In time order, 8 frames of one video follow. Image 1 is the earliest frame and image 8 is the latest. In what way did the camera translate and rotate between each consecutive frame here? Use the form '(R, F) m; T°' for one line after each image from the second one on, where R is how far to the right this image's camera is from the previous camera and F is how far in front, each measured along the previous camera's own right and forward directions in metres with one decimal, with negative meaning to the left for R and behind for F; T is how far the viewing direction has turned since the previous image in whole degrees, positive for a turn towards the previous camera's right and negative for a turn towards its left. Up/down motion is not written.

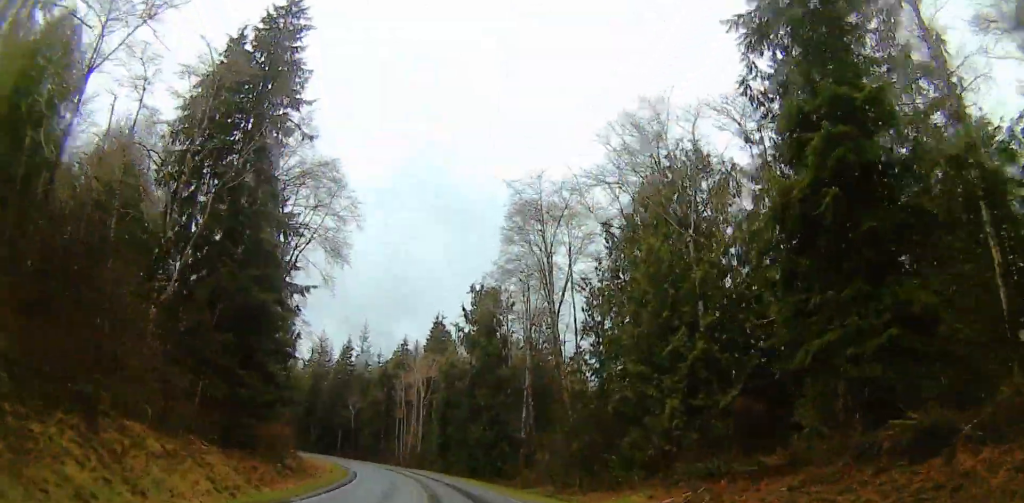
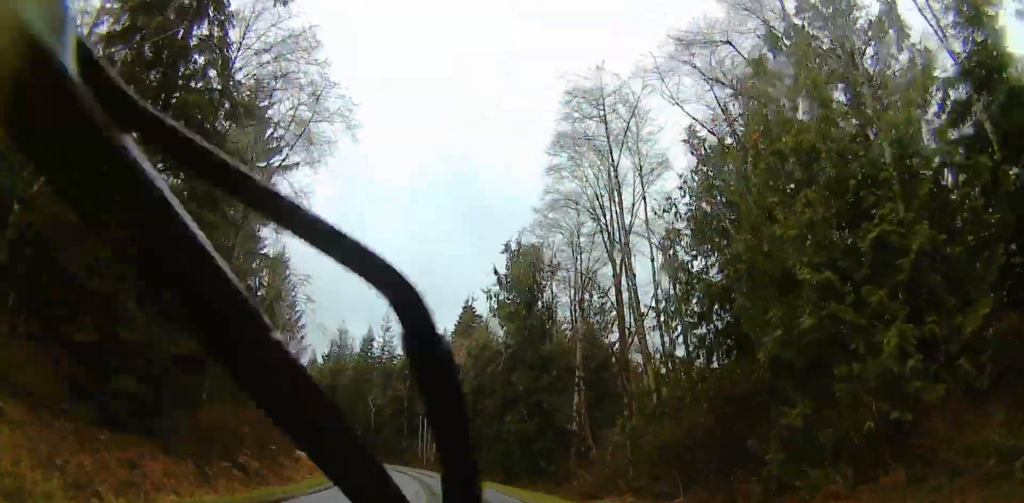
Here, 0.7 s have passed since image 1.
(+0.3, +12.3) m; -7°
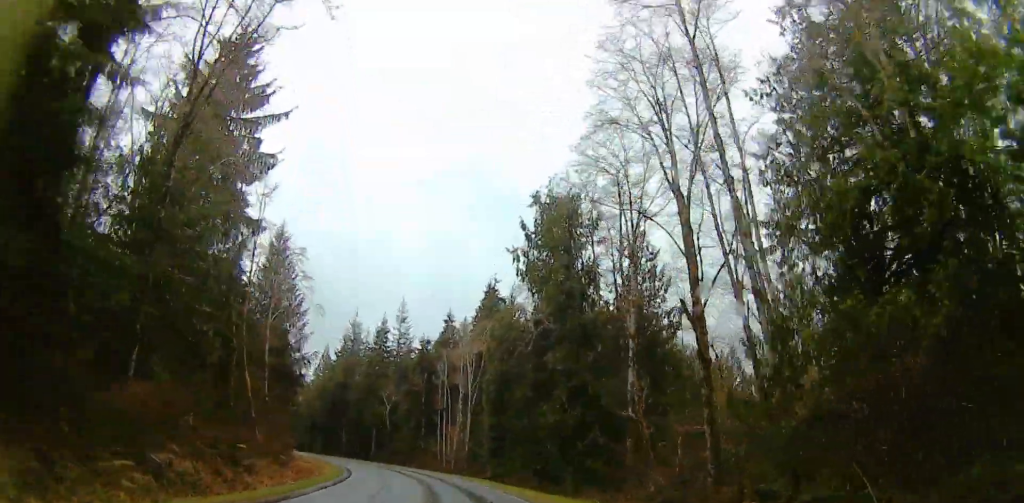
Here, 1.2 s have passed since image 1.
(-2.2, +11.5) m; -8°
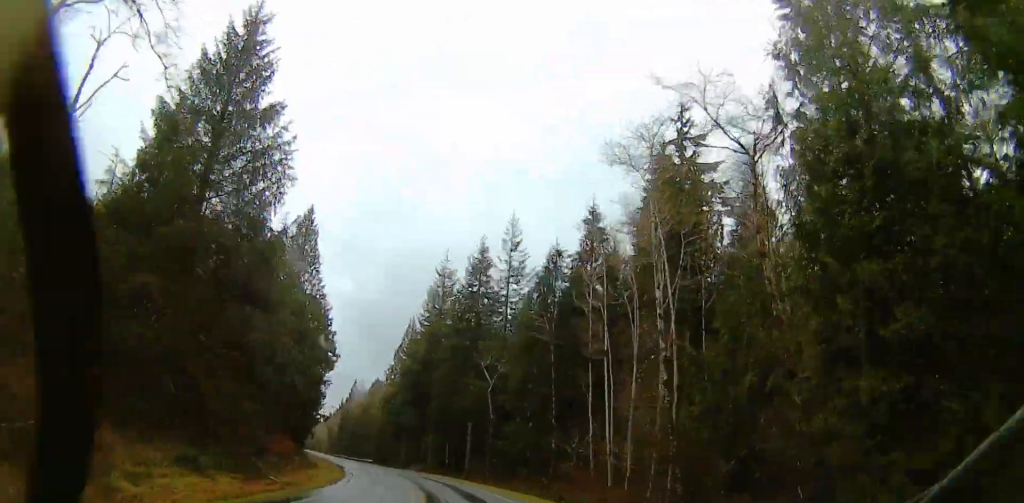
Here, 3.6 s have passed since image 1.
(-4.9, +63.3) m; -7°
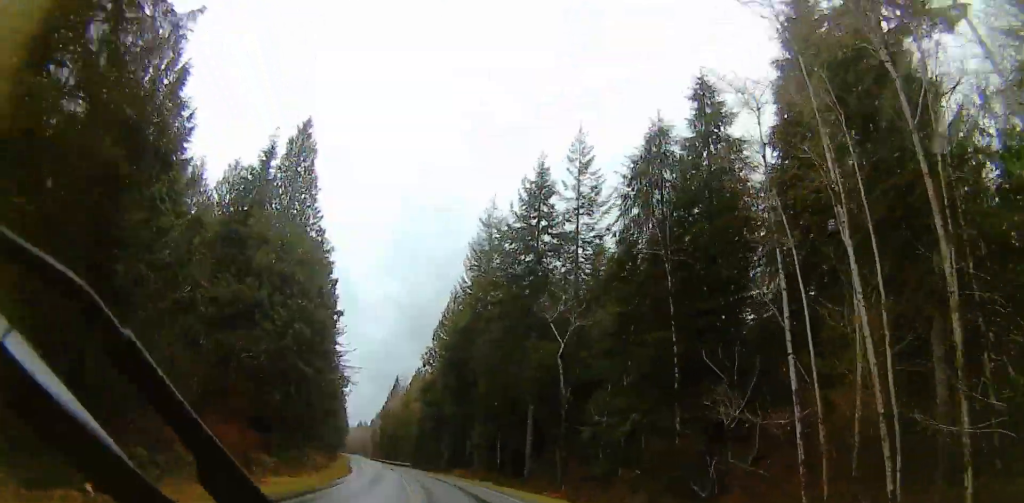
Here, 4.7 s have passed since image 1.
(-0.6, +25.4) m; -2°
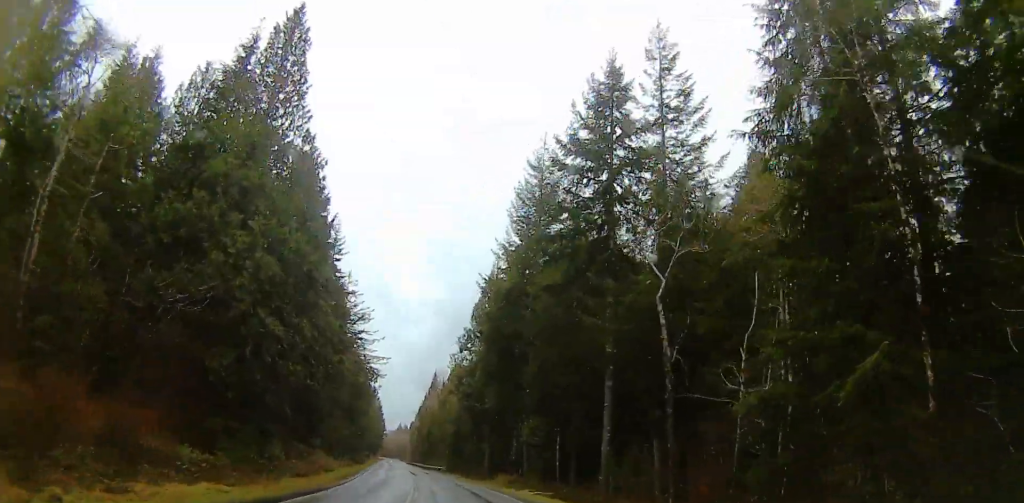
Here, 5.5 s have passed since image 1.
(+0.1, +17.6) m; -3°
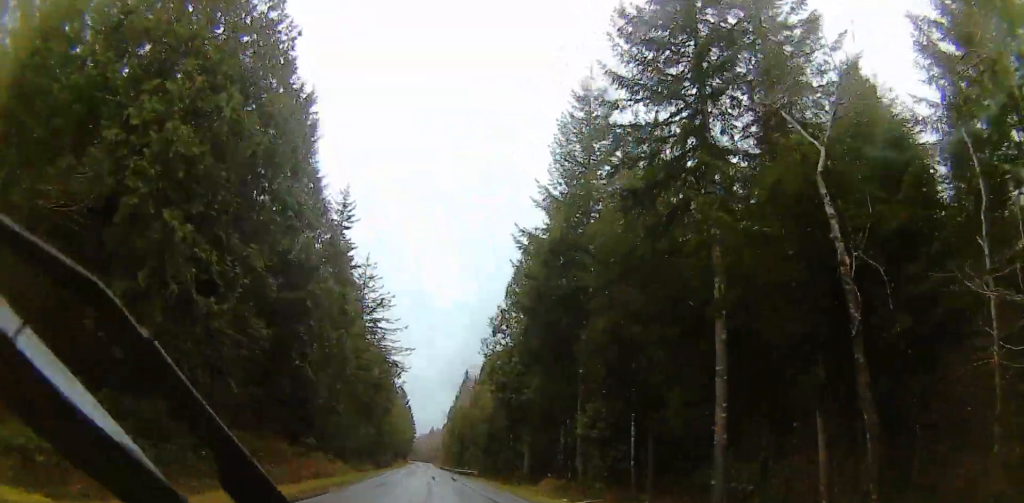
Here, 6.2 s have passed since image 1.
(-0.8, +12.4) m; -4°
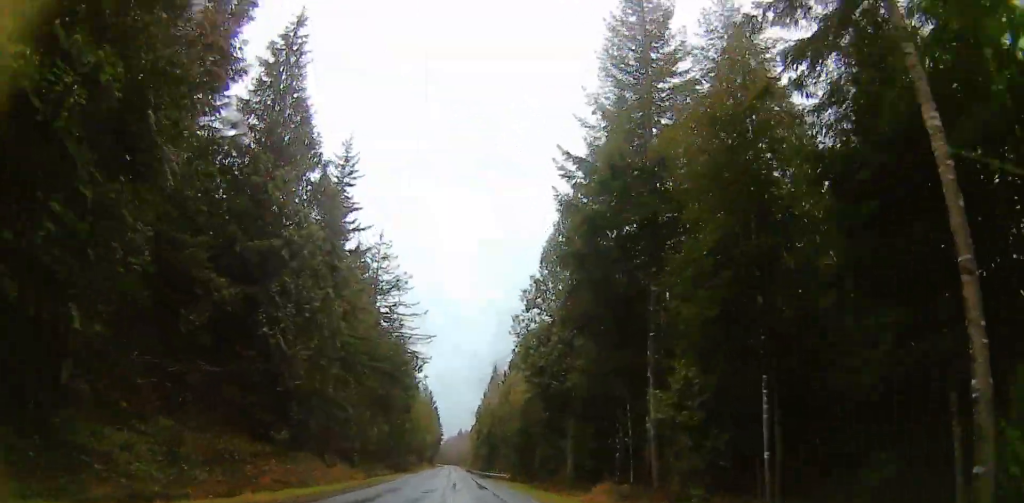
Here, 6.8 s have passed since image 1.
(-0.4, +11.6) m; -3°
